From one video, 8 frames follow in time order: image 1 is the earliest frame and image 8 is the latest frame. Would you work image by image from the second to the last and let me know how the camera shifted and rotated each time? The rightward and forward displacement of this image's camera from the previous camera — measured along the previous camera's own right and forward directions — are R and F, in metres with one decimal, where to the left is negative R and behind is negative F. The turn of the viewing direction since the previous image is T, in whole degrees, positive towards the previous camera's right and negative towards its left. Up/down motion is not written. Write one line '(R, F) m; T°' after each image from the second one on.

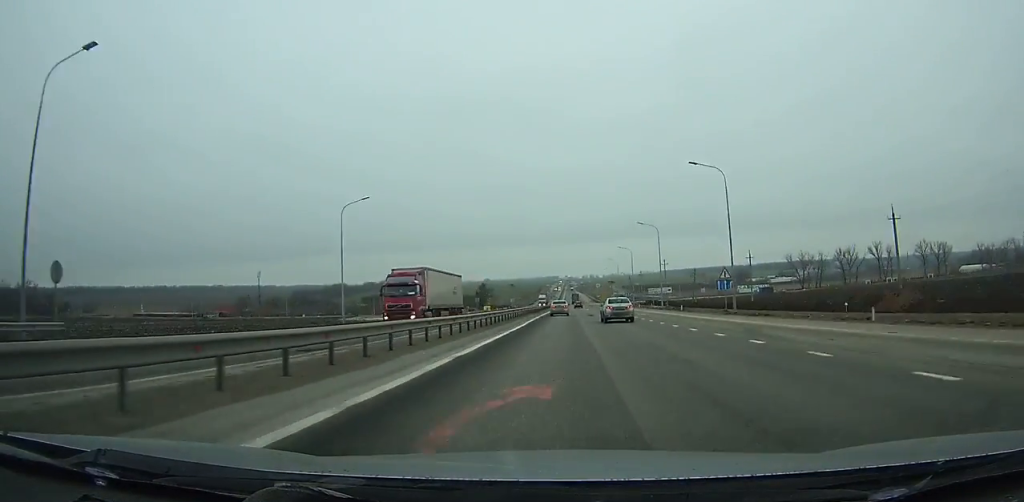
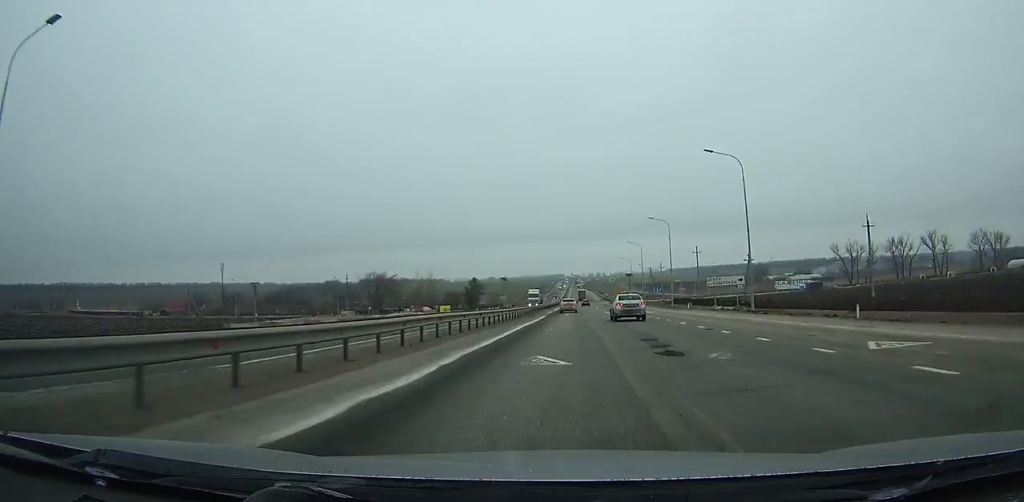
(0.0, +40.2) m; 0°
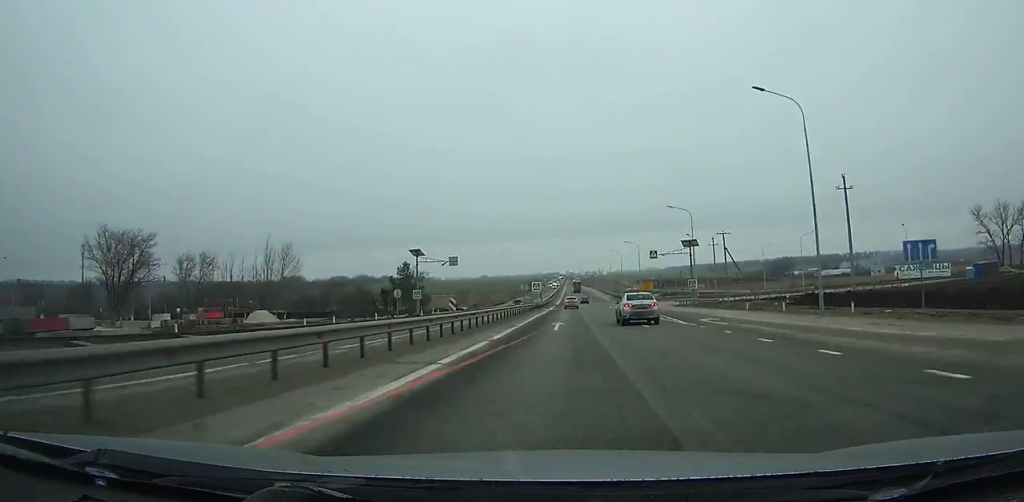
(+0.1, +85.6) m; 0°
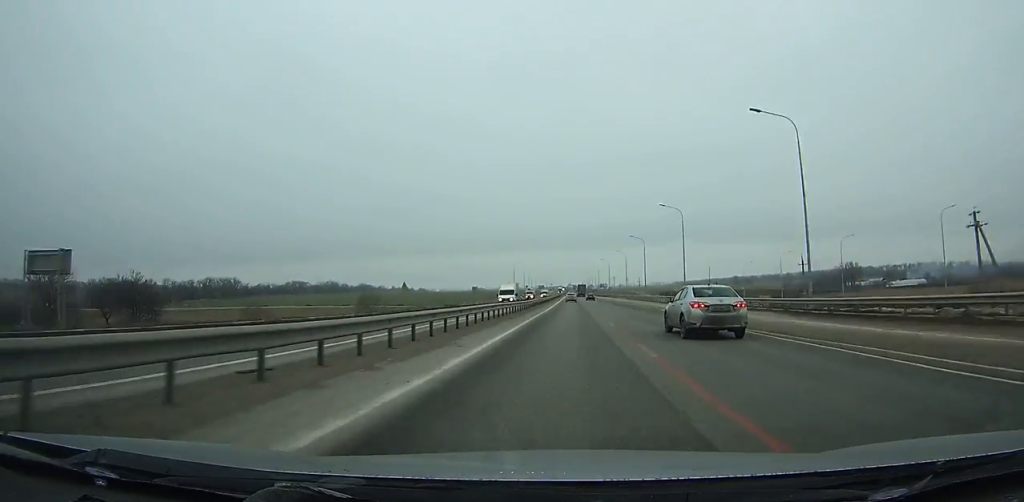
(-0.1, +123.9) m; 0°
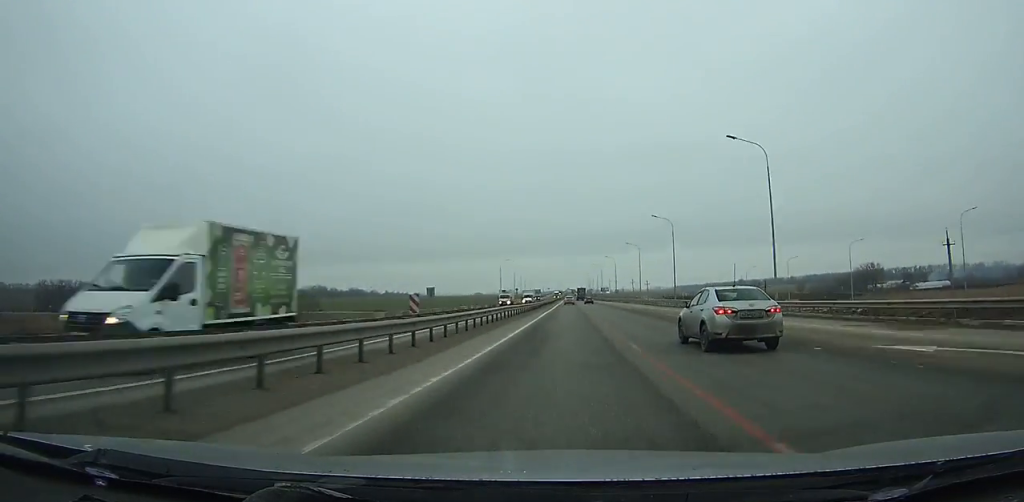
(0.0, +33.2) m; 0°
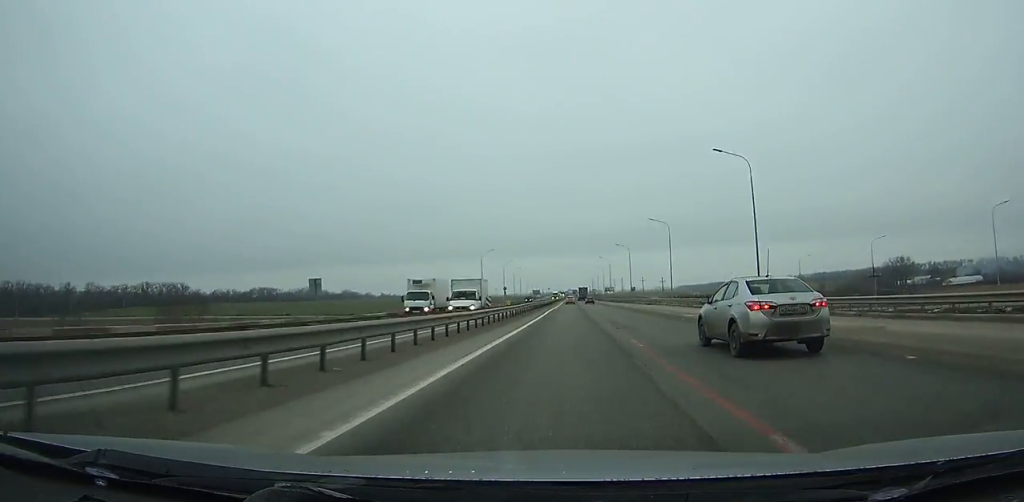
(-0.1, +35.5) m; 0°
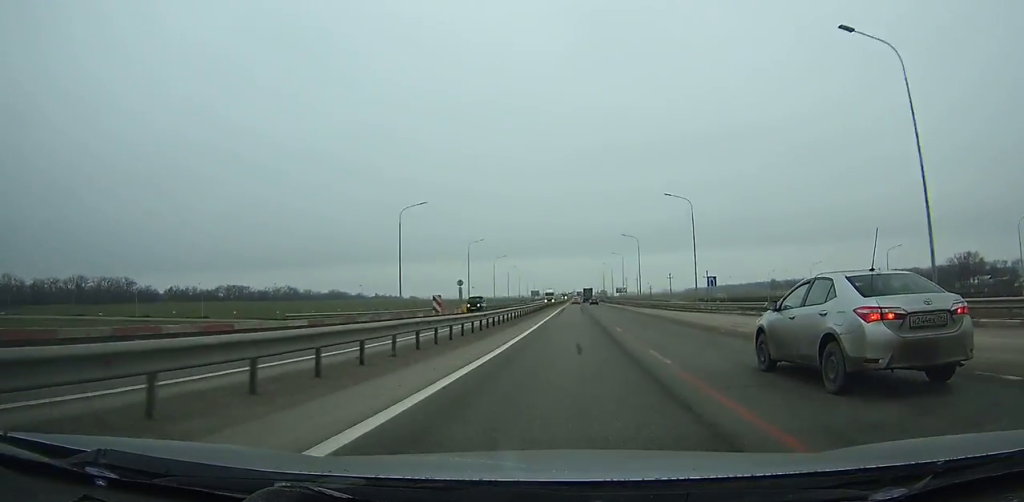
(-0.1, +61.8) m; 0°
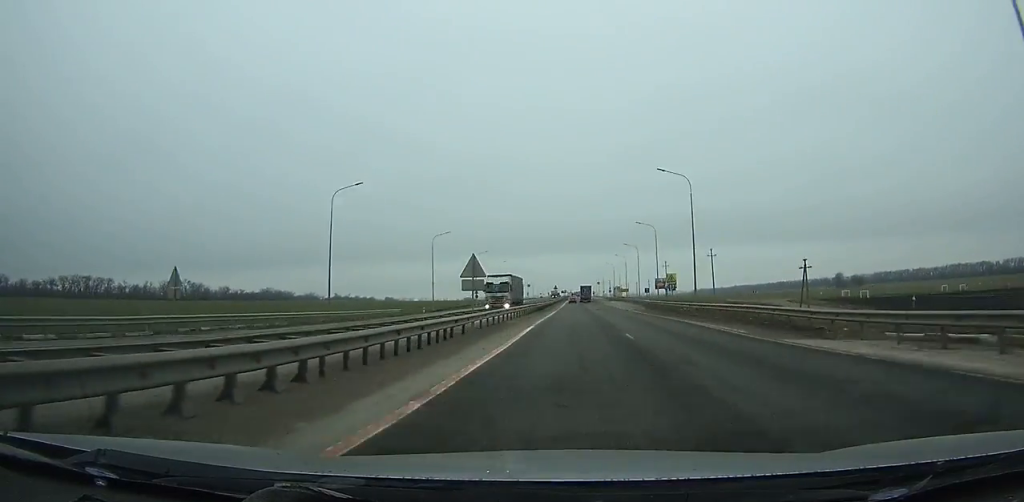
(-0.2, +167.7) m; 0°
